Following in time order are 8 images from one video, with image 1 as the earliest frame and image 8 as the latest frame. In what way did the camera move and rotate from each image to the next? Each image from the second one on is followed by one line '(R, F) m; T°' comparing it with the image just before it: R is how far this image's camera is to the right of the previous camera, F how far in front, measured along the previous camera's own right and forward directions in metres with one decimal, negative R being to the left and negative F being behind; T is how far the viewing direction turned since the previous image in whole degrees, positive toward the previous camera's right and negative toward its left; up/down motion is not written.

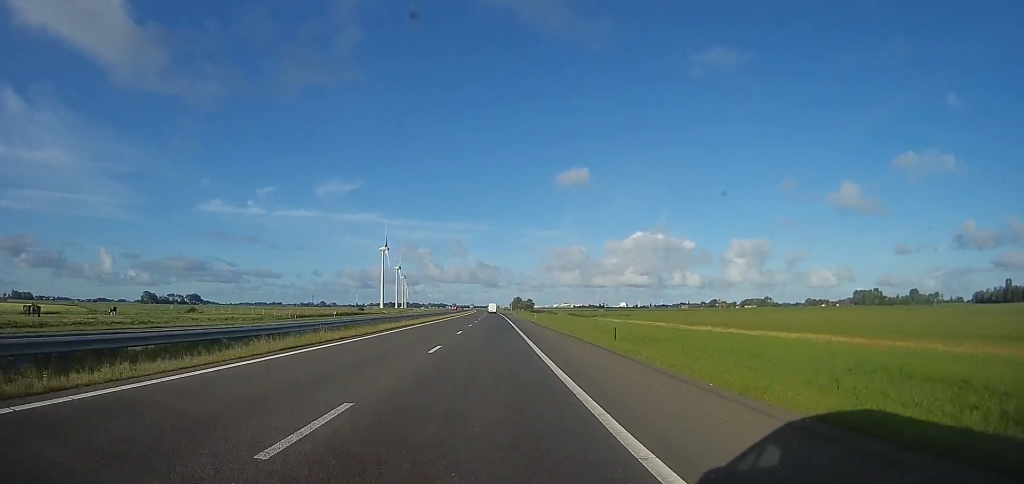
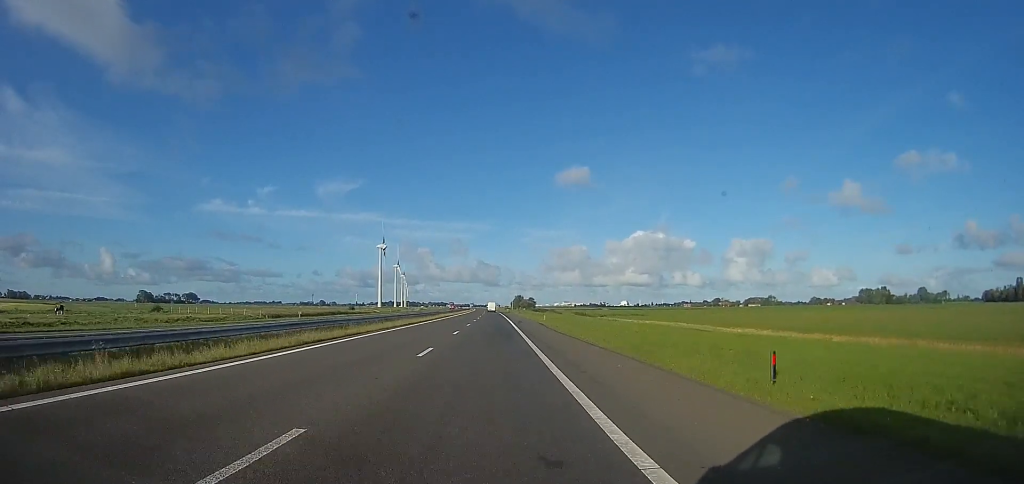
(+0.5, +13.6) m; 0°
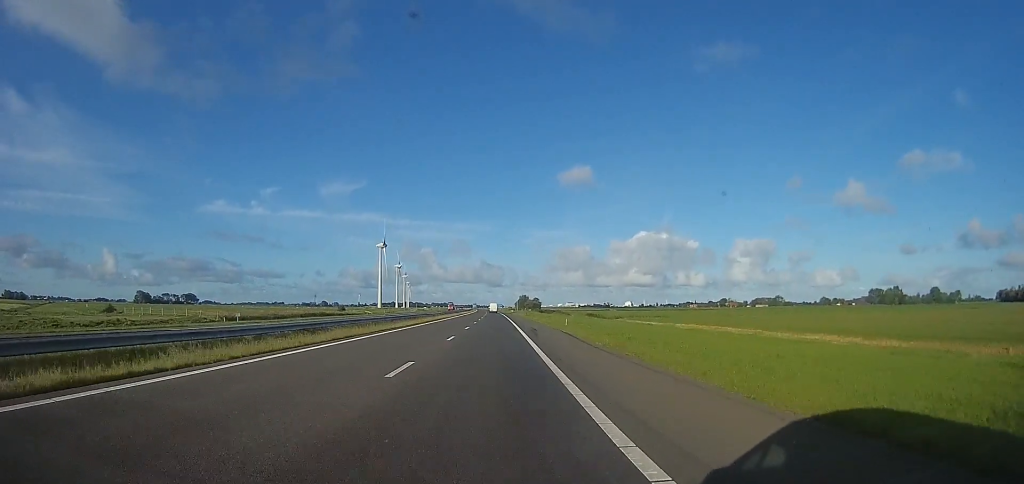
(+0.7, +16.2) m; 0°
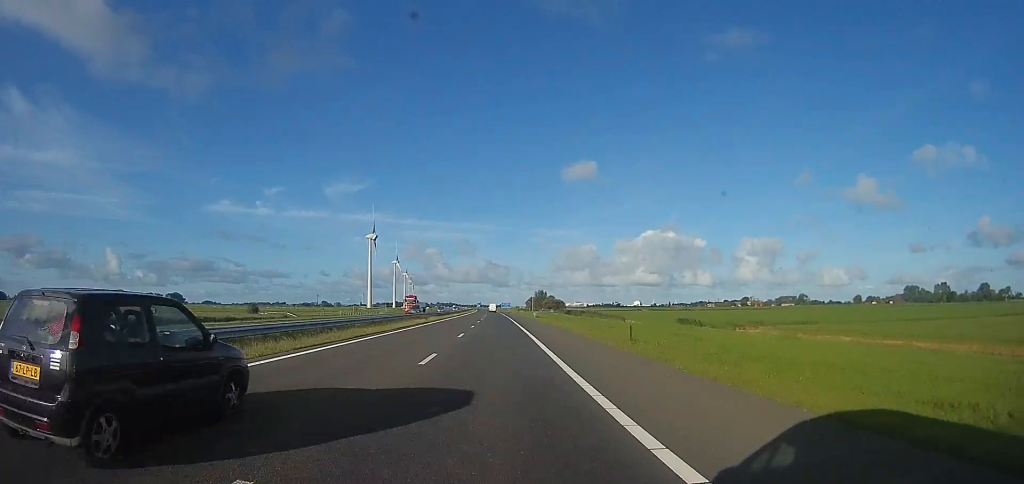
(-1.0, +68.6) m; -3°
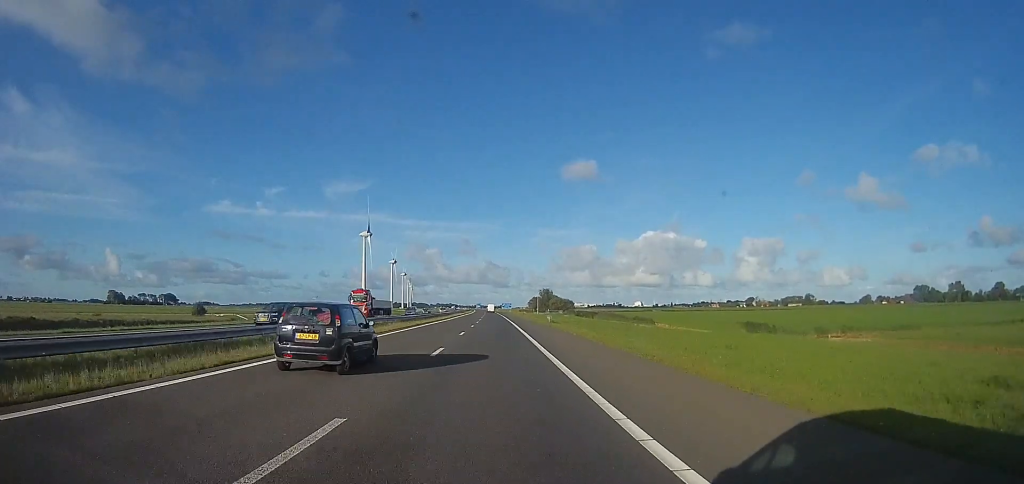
(-0.3, +21.3) m; -1°
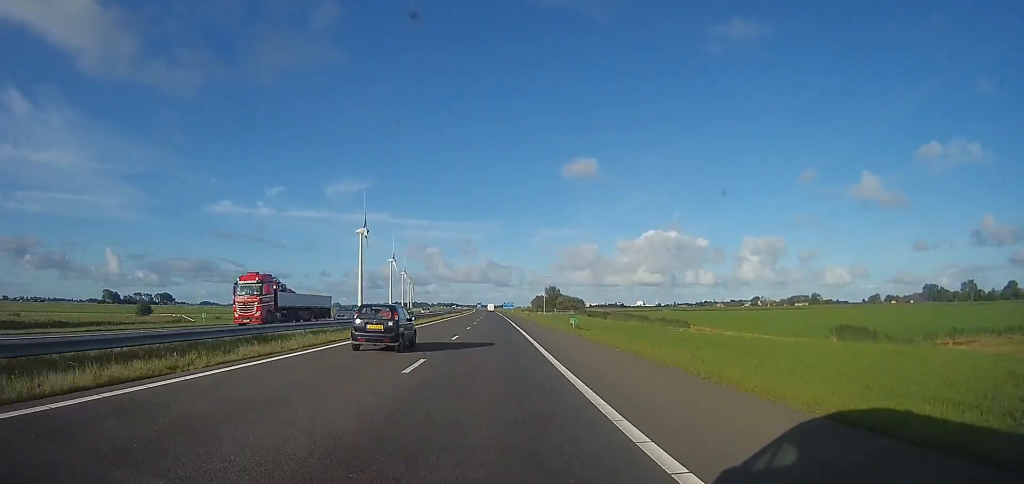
(0.0, +16.2) m; +1°
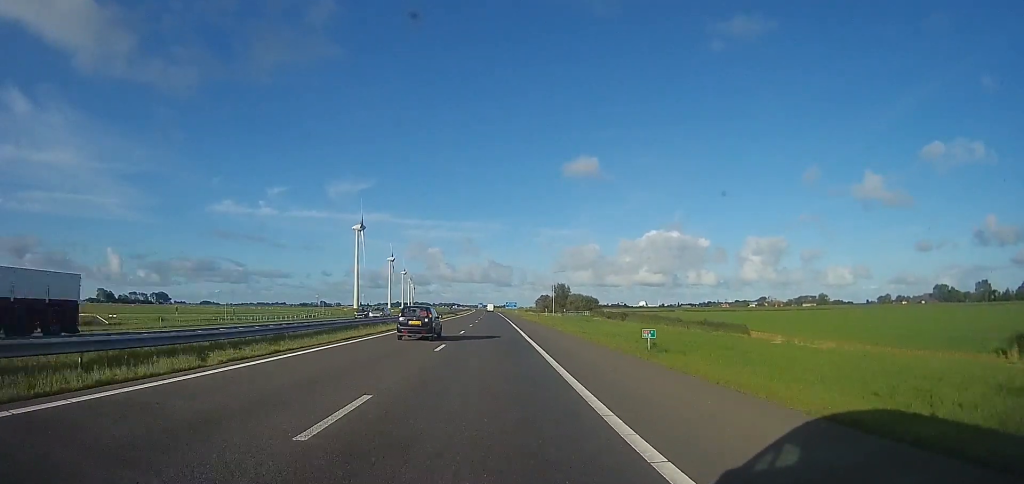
(-0.2, +17.8) m; +2°
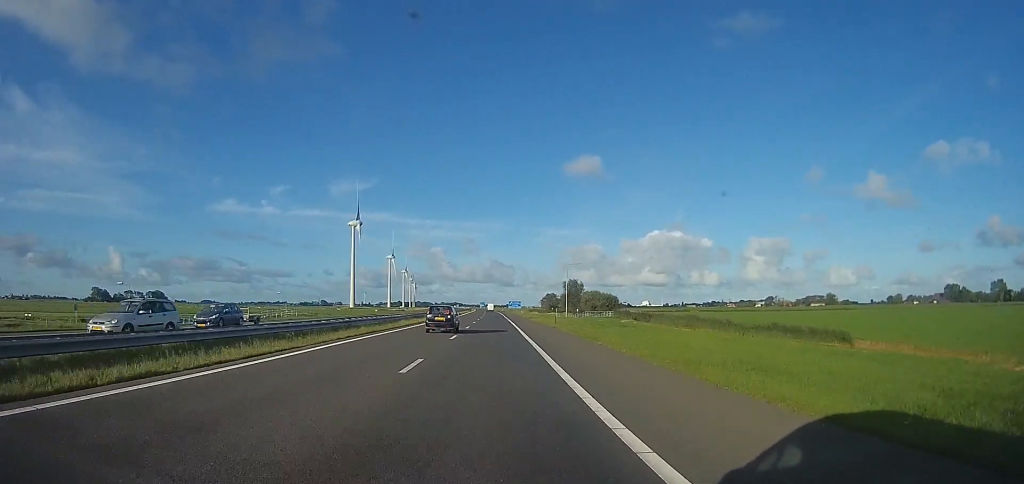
(+0.9, +17.8) m; 0°
